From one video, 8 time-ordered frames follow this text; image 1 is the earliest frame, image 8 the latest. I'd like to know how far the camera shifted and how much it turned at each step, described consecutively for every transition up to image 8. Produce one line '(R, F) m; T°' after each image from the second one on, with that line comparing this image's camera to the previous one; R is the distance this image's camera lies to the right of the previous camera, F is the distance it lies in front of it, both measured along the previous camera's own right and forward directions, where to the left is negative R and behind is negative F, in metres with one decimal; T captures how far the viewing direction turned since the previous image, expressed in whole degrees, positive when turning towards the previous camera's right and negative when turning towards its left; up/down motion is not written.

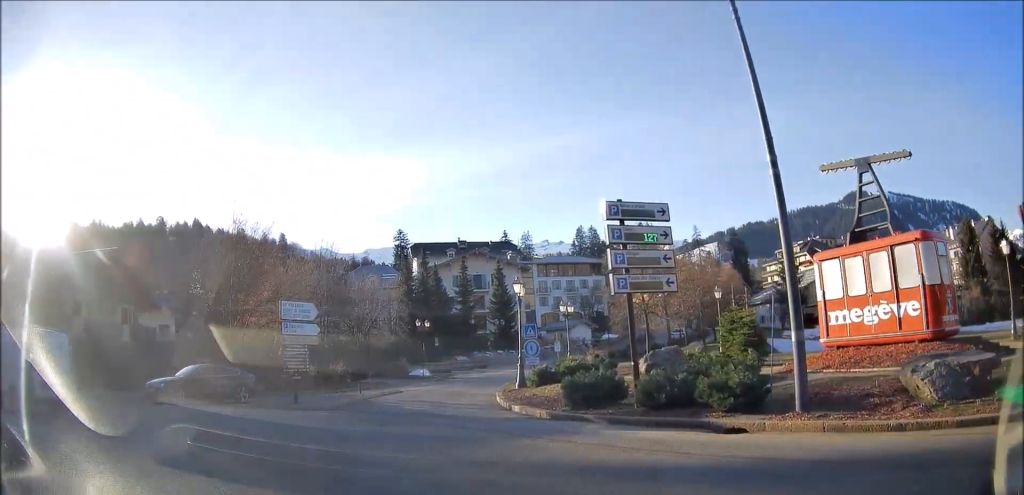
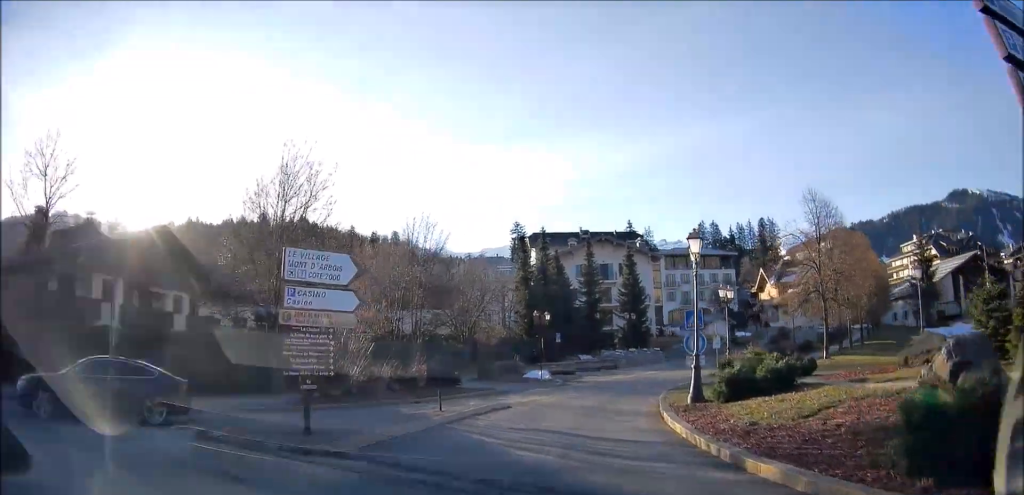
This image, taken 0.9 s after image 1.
(-1.7, +7.9) m; -15°
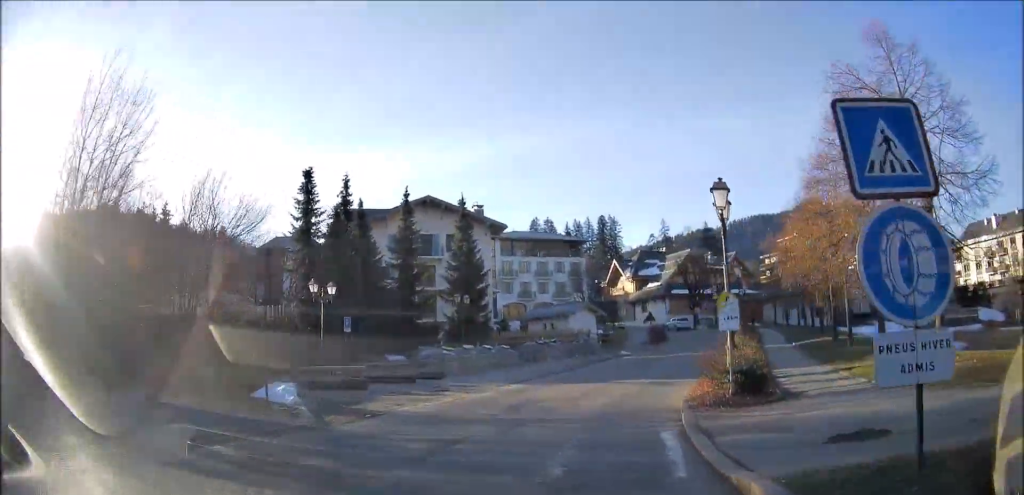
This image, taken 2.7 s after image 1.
(-0.5, +17.5) m; +4°
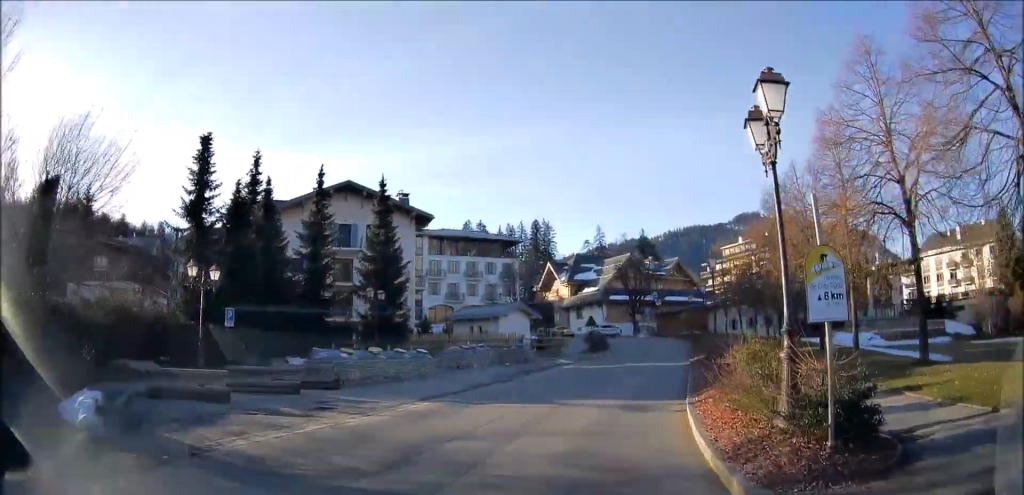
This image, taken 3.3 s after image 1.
(+0.1, +5.7) m; +5°
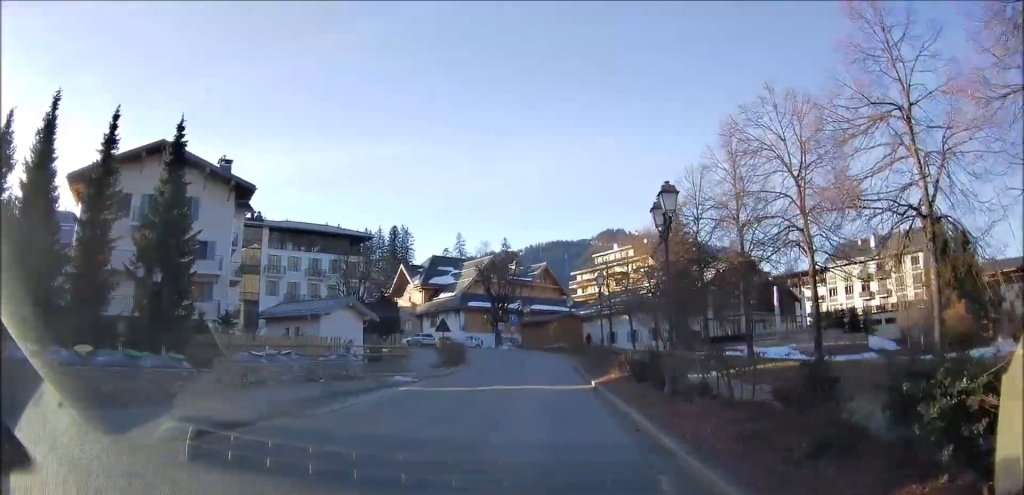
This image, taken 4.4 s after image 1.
(+0.9, +10.7) m; +11°
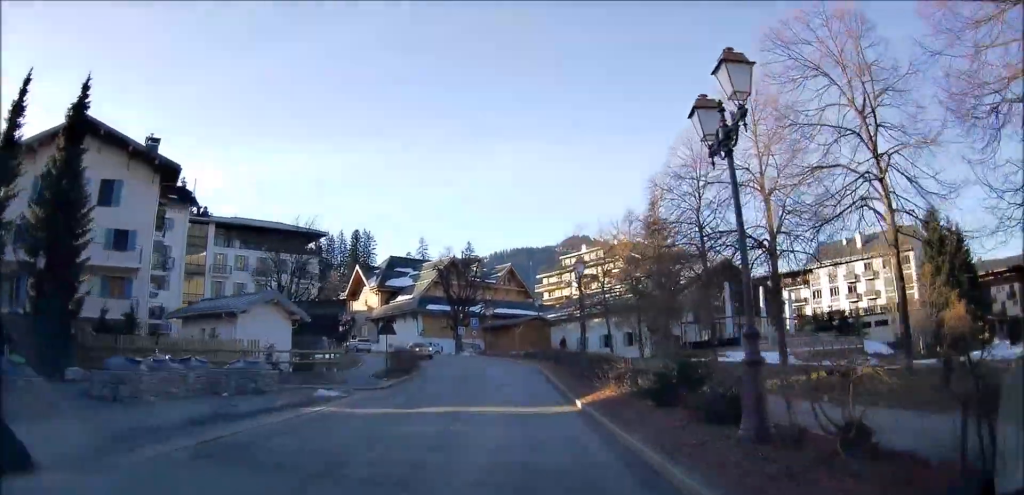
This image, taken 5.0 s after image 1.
(+0.5, +5.7) m; +6°
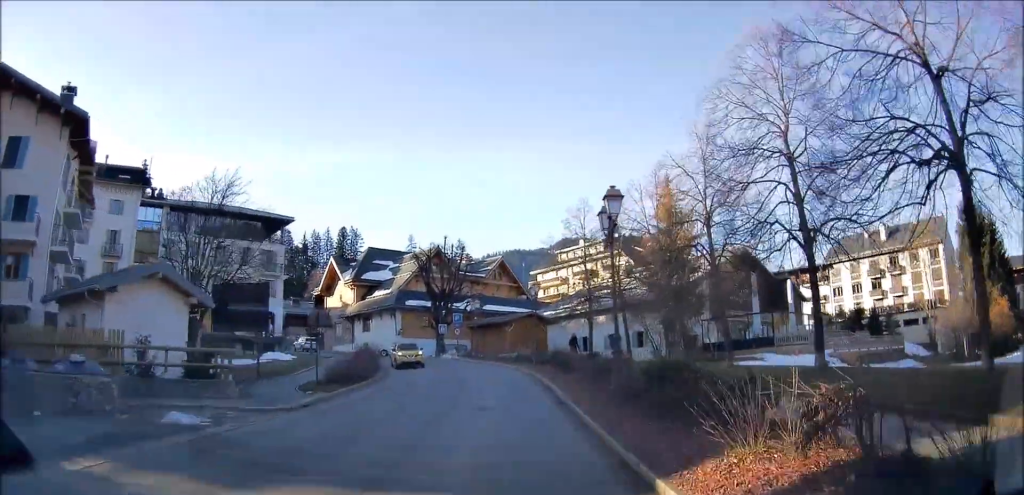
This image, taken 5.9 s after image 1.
(+0.7, +8.9) m; +6°
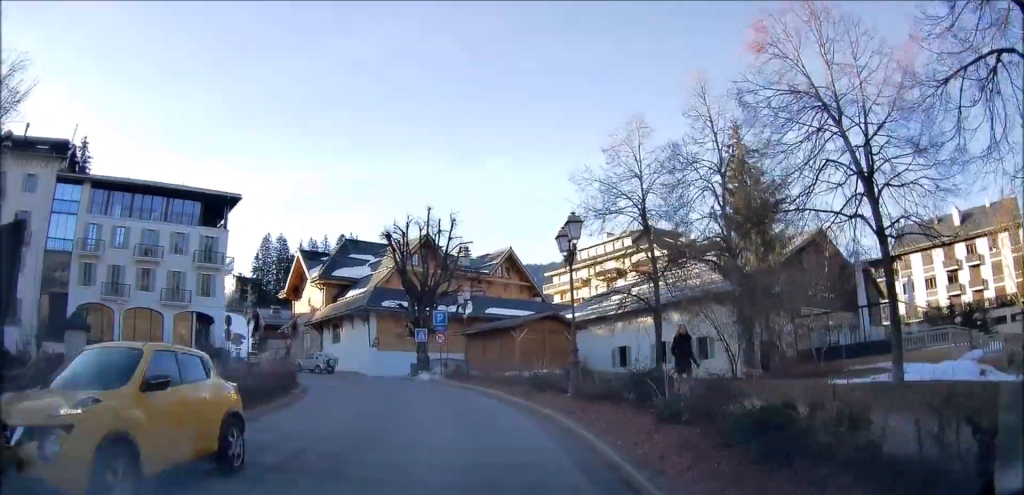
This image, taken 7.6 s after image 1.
(+0.5, +16.1) m; +1°
